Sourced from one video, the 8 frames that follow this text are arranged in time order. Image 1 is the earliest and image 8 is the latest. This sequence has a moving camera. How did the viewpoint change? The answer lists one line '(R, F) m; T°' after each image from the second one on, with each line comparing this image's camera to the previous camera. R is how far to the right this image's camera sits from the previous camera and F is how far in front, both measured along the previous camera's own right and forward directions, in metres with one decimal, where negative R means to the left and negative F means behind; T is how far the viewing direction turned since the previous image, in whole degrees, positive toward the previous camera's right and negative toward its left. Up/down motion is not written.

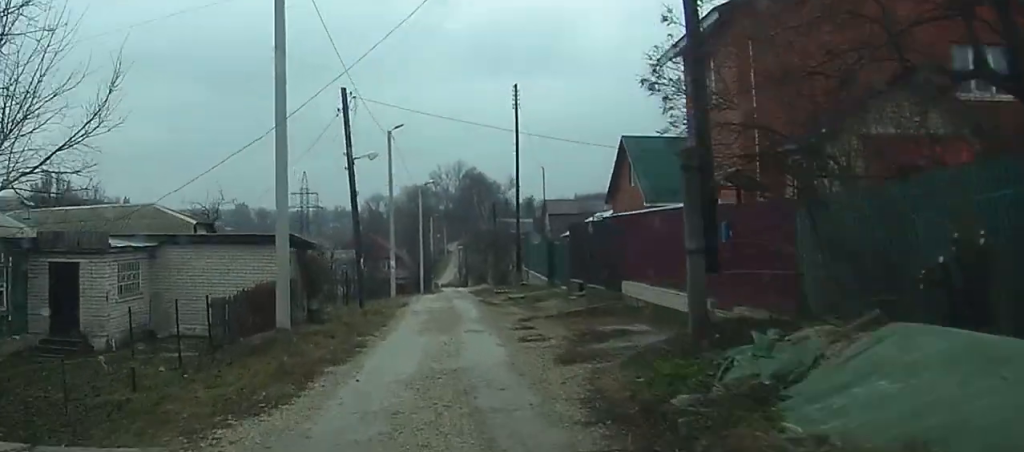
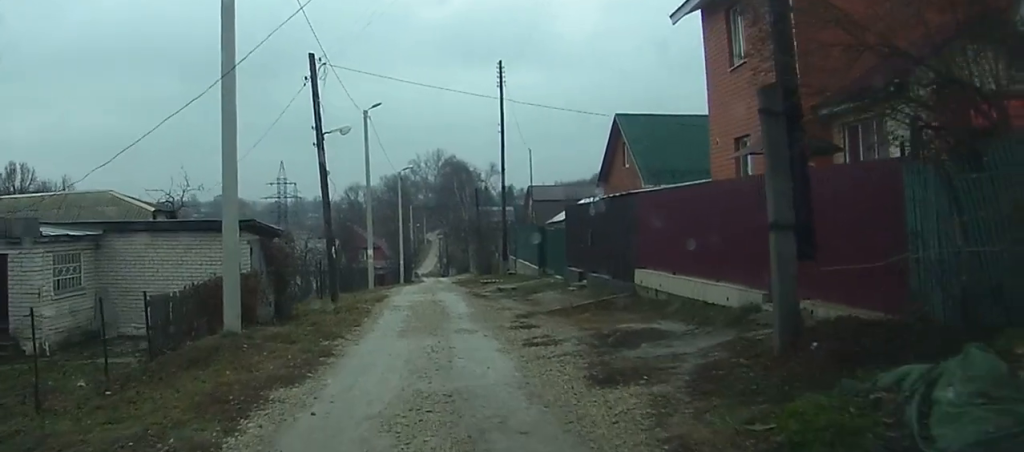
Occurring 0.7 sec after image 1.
(0.0, +3.2) m; +1°
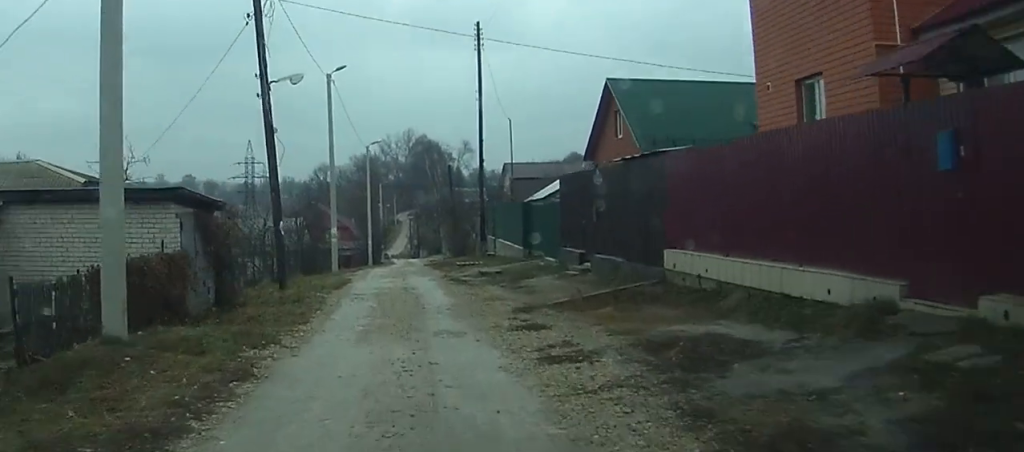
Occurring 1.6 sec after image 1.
(0.0, +4.4) m; +1°
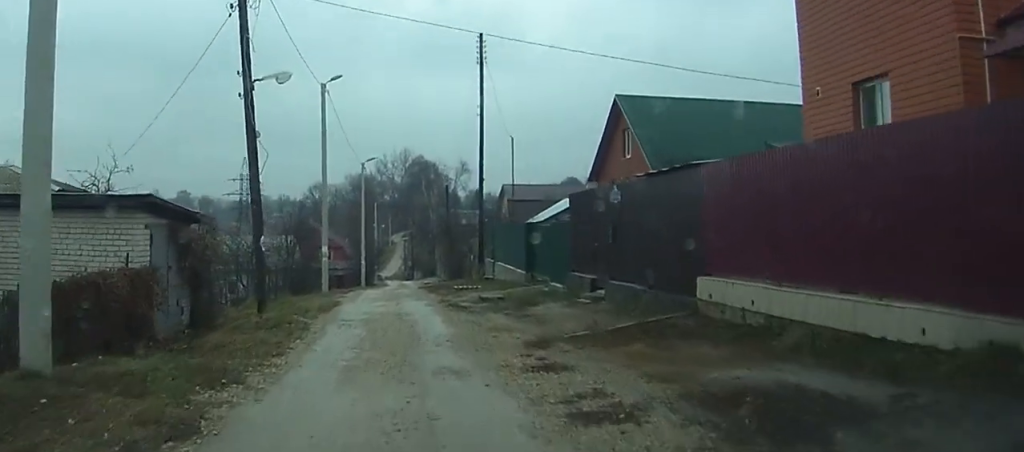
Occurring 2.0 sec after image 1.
(0.0, +2.0) m; 0°
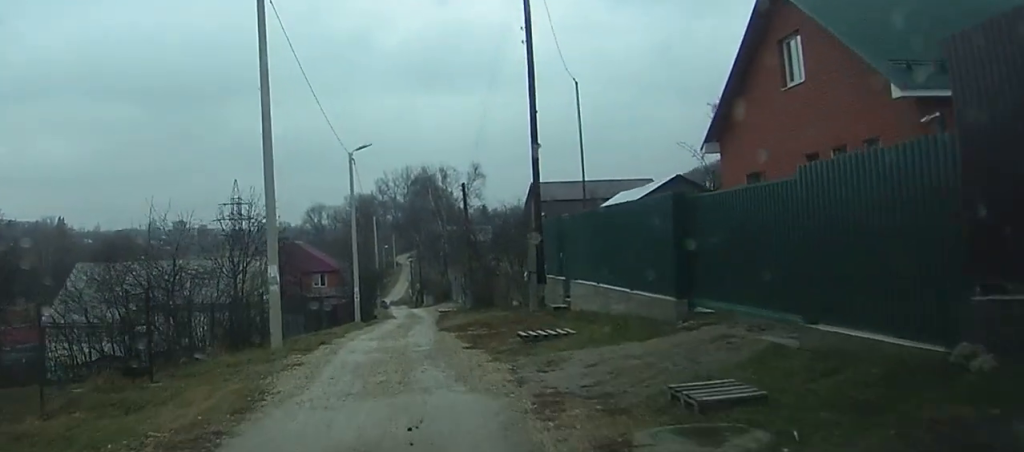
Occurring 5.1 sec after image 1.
(0.0, +16.4) m; -1°
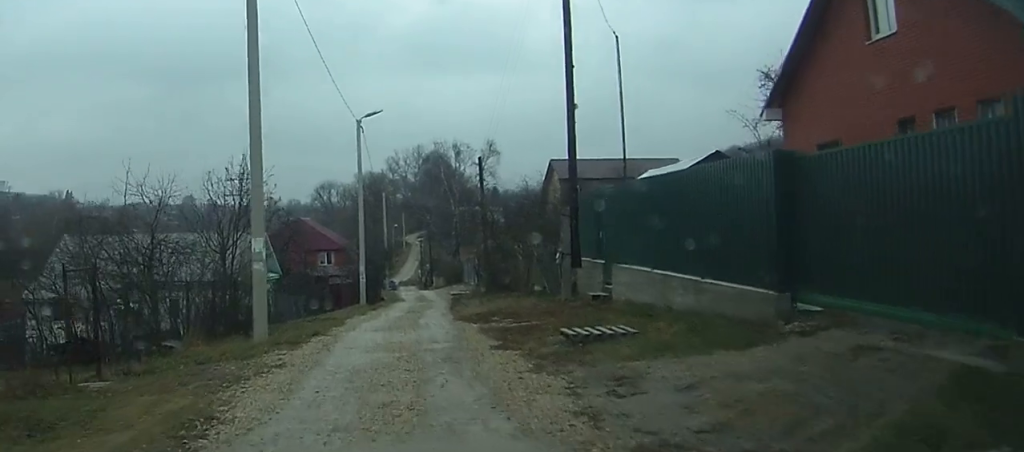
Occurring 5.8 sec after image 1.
(0.0, +3.7) m; 0°
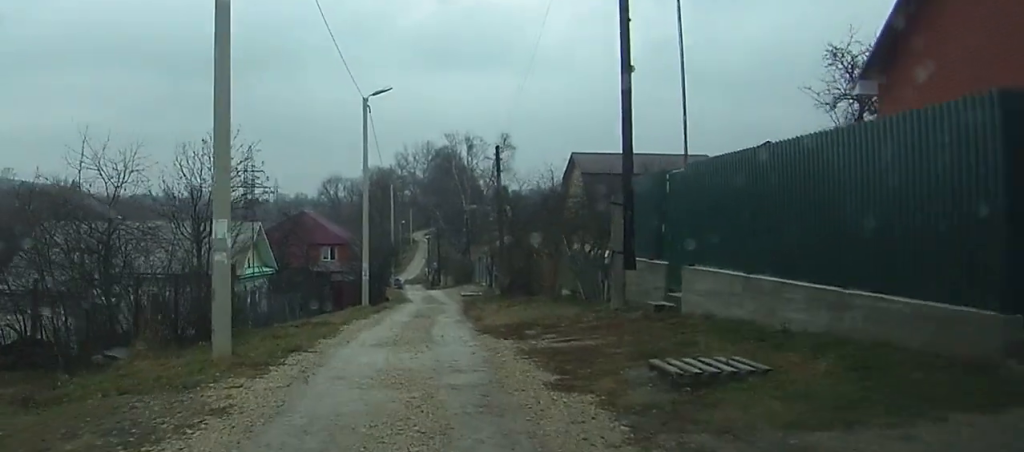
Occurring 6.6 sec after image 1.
(0.0, +4.4) m; 0°
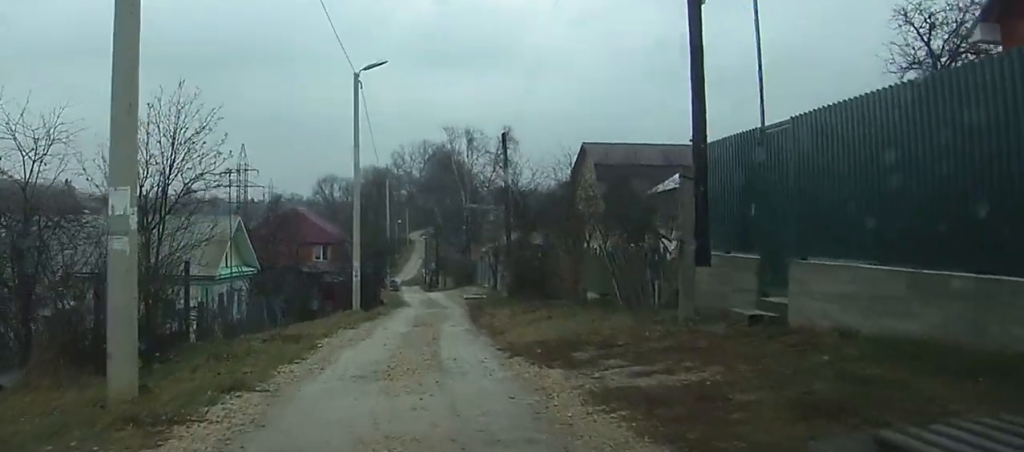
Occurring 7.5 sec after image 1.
(0.0, +4.4) m; 0°
